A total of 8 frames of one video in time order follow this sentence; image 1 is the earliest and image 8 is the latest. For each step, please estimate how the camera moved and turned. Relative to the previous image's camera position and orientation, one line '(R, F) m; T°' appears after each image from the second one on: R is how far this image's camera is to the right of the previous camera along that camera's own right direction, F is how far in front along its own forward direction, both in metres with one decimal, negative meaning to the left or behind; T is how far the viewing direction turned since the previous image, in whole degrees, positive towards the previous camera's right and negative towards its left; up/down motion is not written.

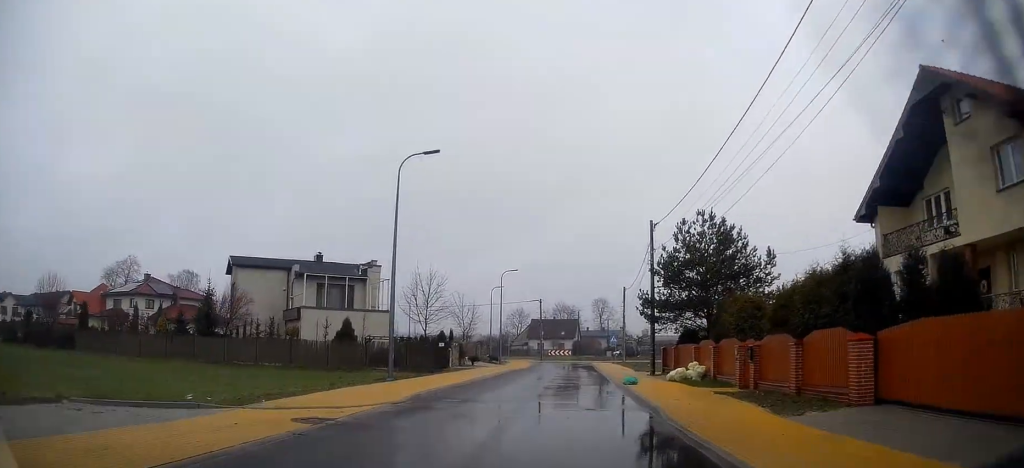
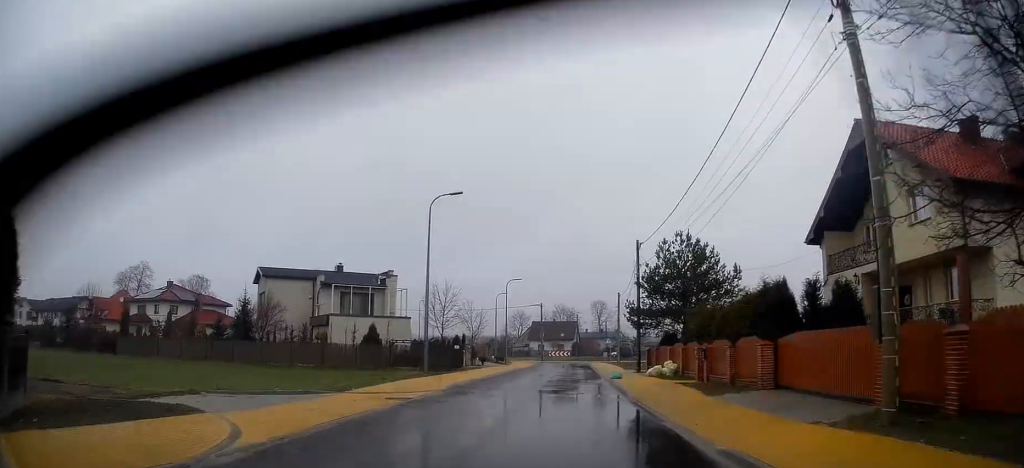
(0.0, +3.3) m; -1°
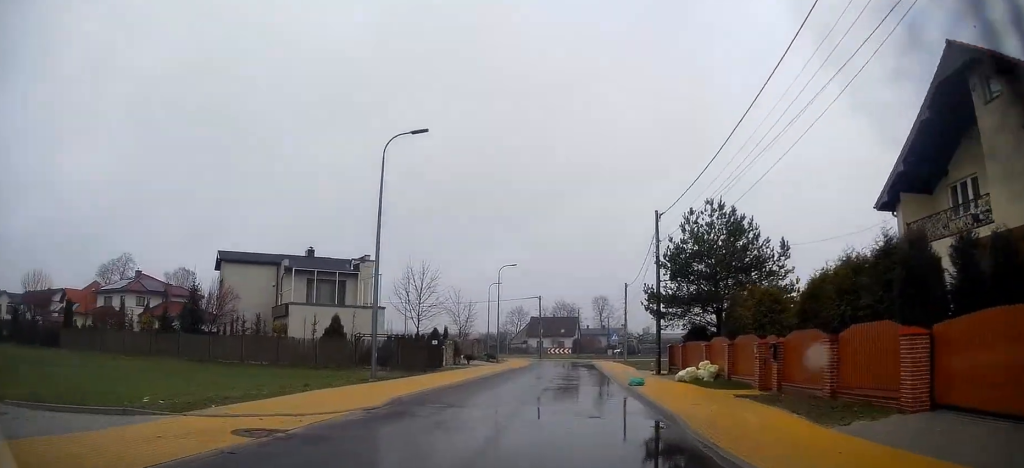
(0.0, +6.0) m; -1°
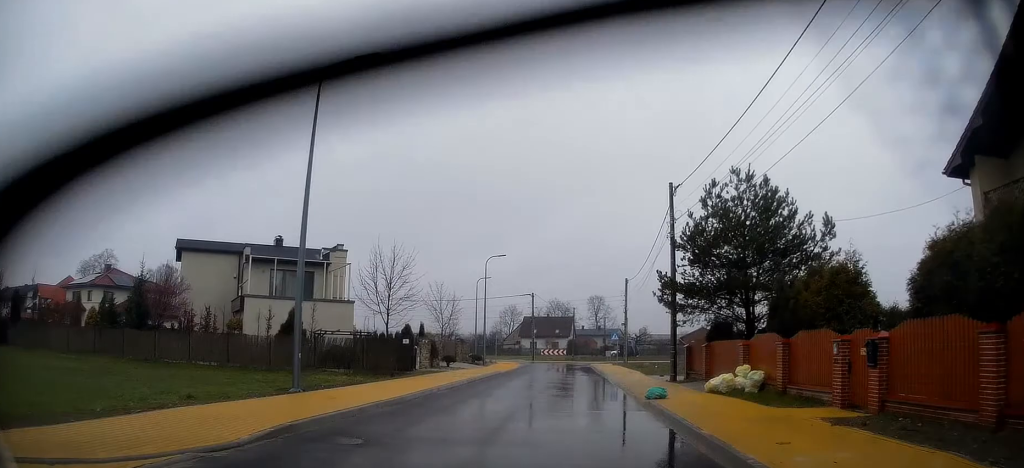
(-0.1, +4.8) m; 0°
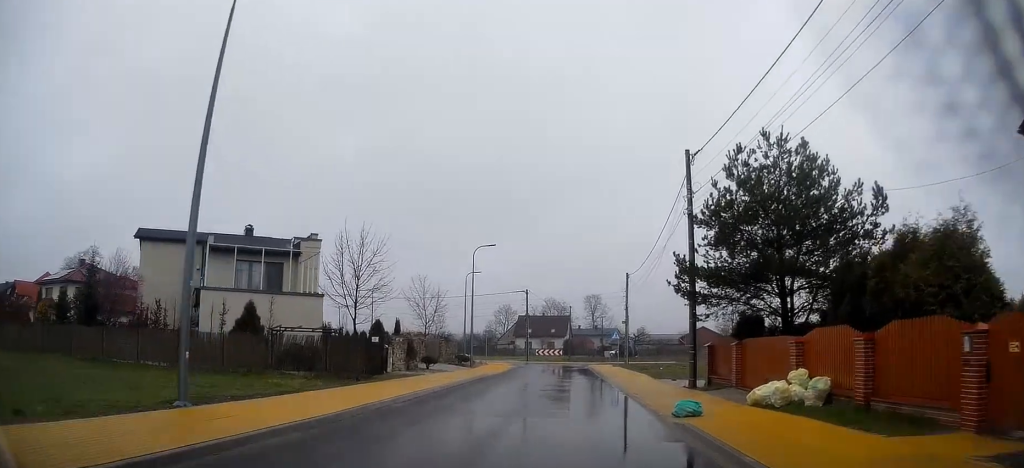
(0.0, +4.1) m; +1°
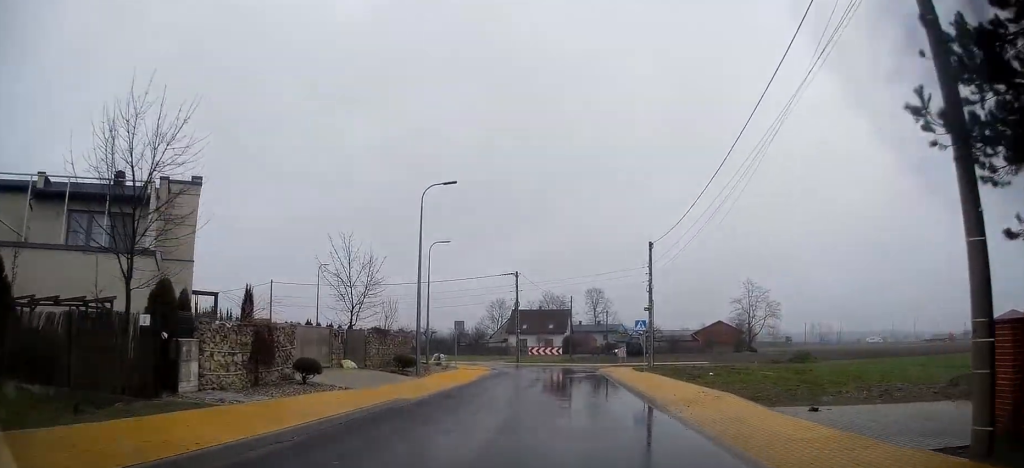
(+0.5, +15.3) m; +2°
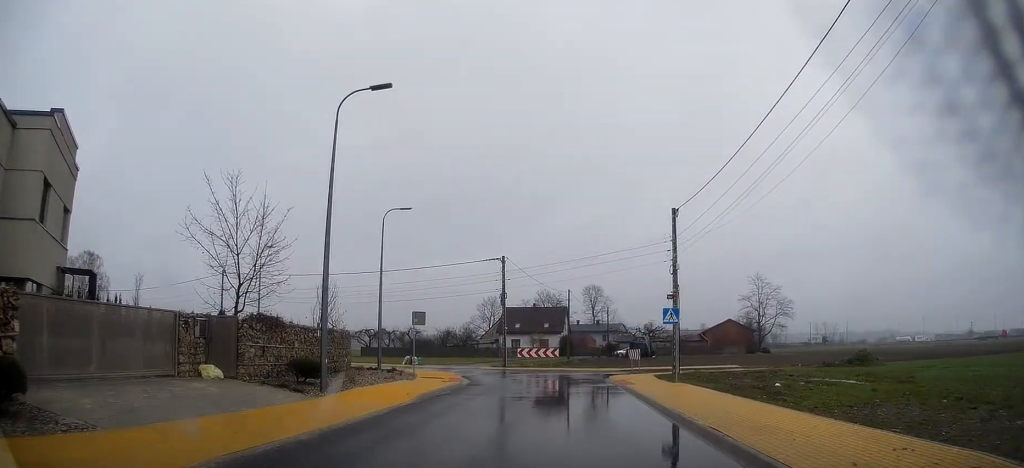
(-0.2, +10.5) m; -1°
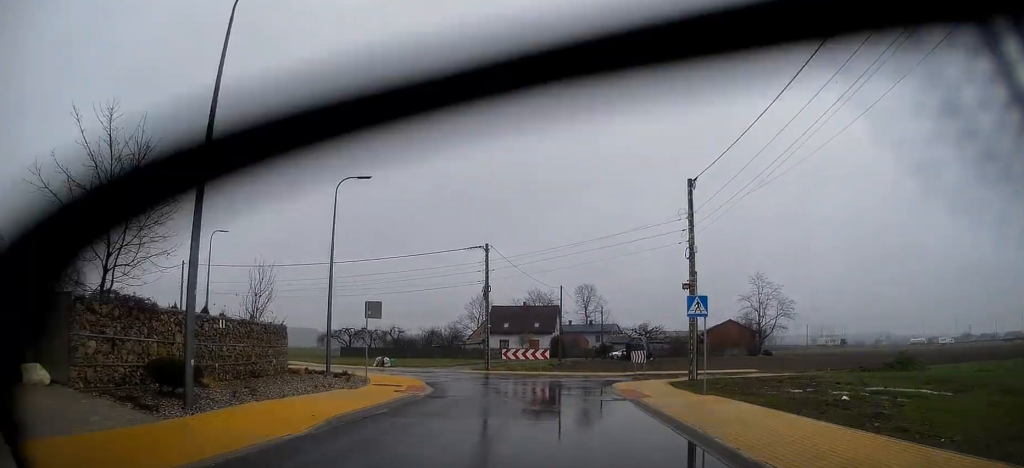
(+0.1, +6.0) m; +1°
